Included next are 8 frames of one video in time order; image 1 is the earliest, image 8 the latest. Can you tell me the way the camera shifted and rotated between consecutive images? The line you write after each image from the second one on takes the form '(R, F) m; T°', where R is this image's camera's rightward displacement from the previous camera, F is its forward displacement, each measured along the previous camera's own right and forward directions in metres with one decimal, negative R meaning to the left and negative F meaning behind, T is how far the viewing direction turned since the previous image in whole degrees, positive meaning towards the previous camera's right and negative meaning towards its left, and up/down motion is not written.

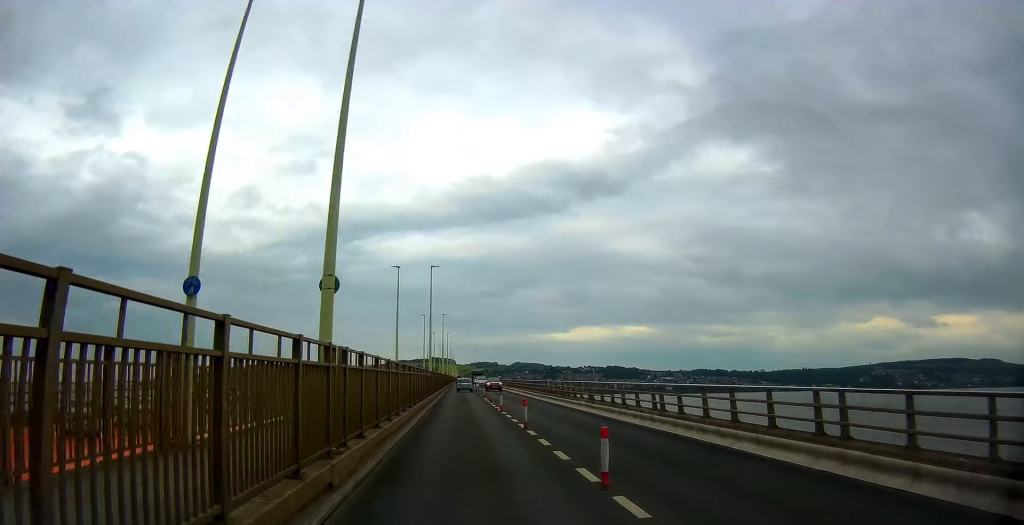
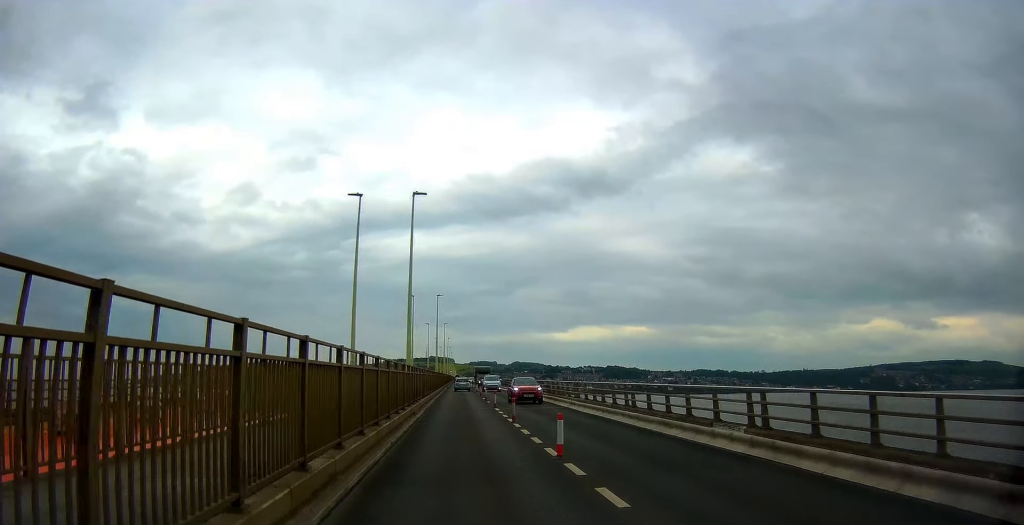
(+0.1, +15.5) m; +1°
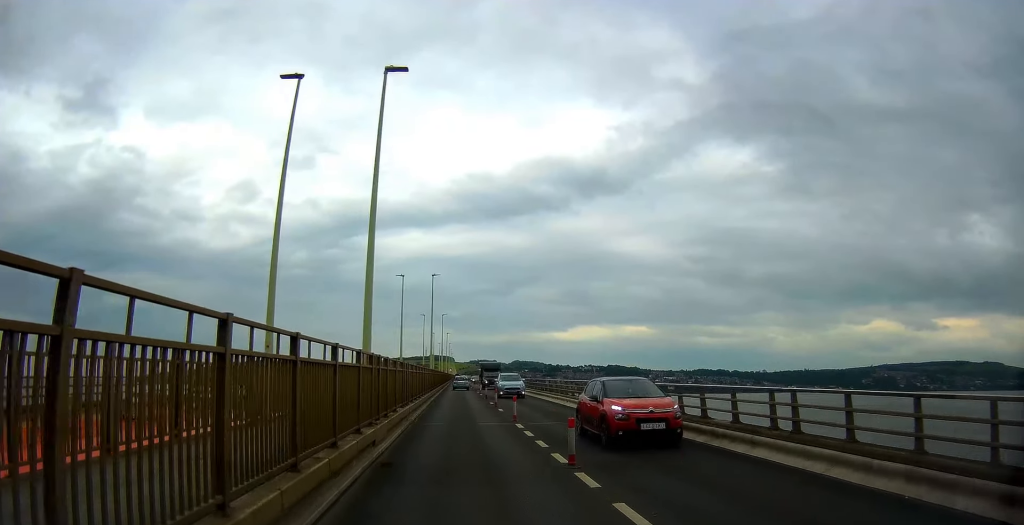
(+0.1, +11.1) m; +1°
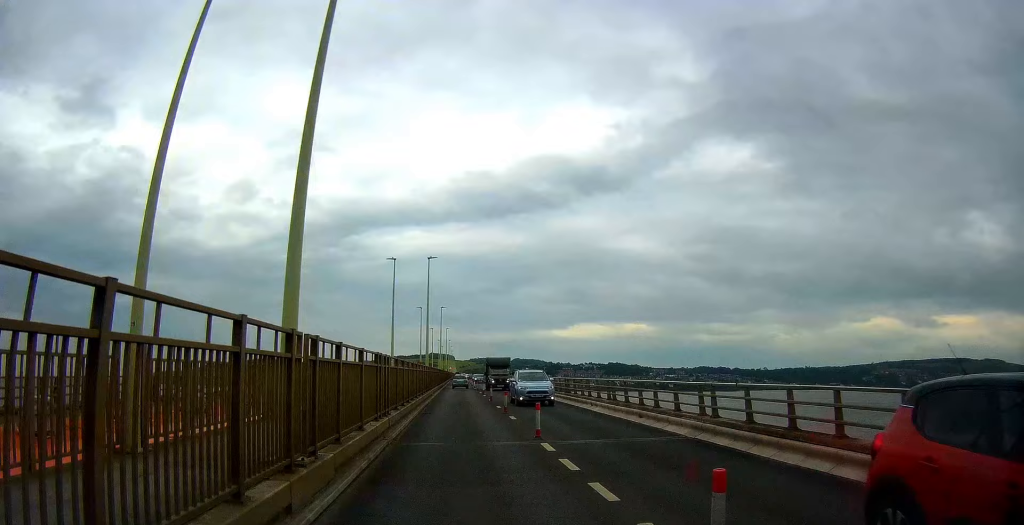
(0.0, +5.5) m; 0°
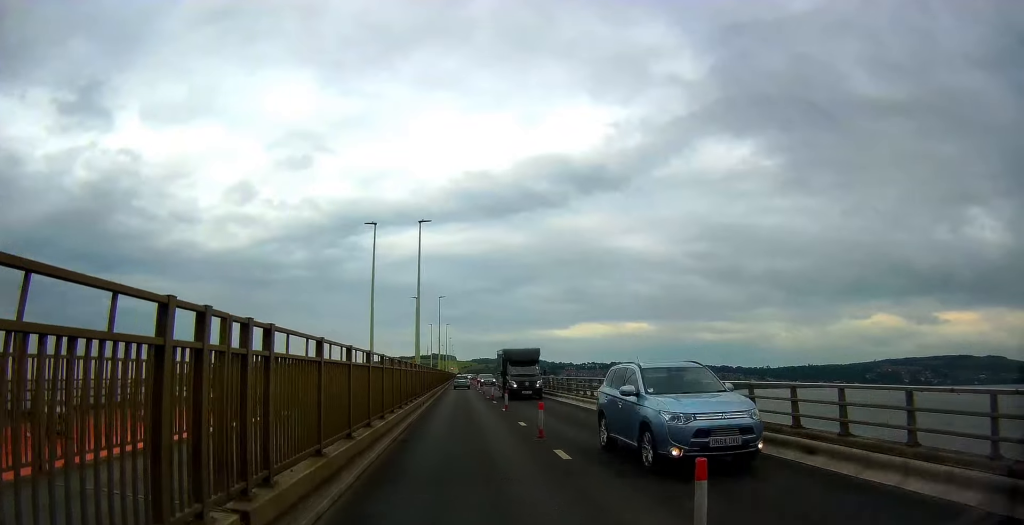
(0.0, +9.6) m; -2°
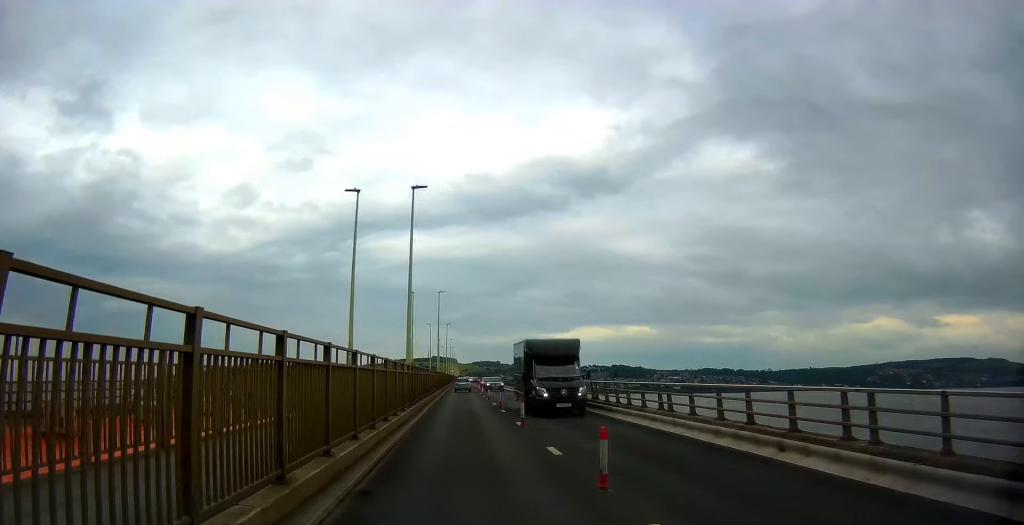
(-0.1, +5.8) m; -1°
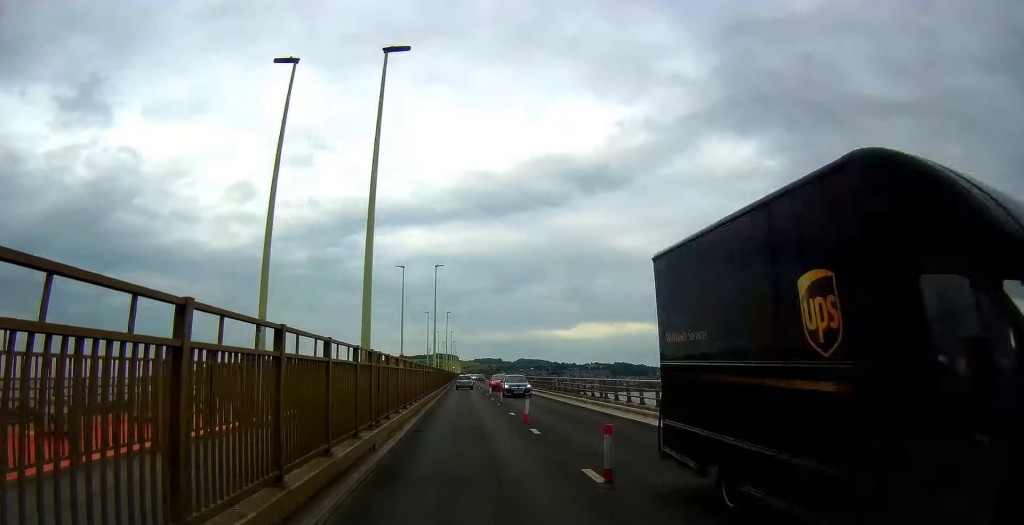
(-0.4, +9.9) m; 0°
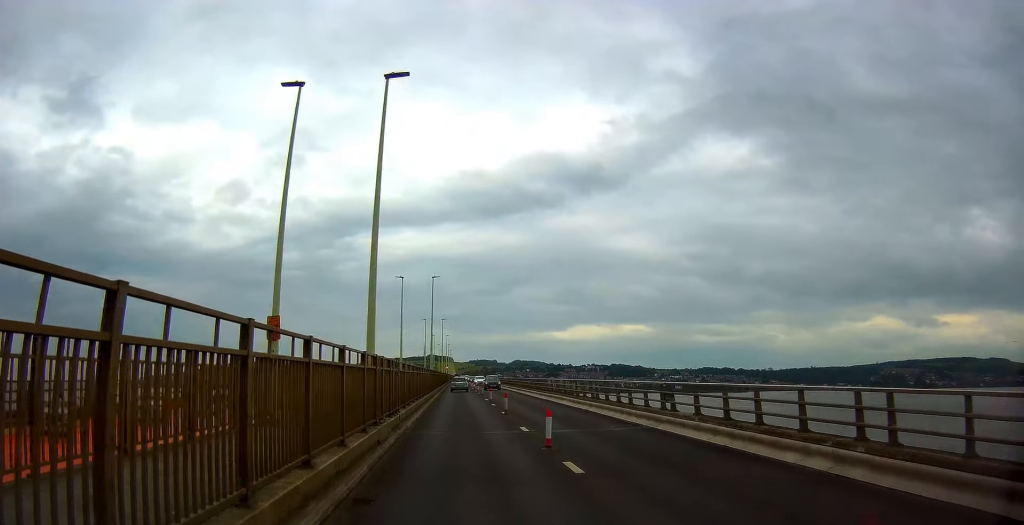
(+0.7, +26.6) m; +1°
